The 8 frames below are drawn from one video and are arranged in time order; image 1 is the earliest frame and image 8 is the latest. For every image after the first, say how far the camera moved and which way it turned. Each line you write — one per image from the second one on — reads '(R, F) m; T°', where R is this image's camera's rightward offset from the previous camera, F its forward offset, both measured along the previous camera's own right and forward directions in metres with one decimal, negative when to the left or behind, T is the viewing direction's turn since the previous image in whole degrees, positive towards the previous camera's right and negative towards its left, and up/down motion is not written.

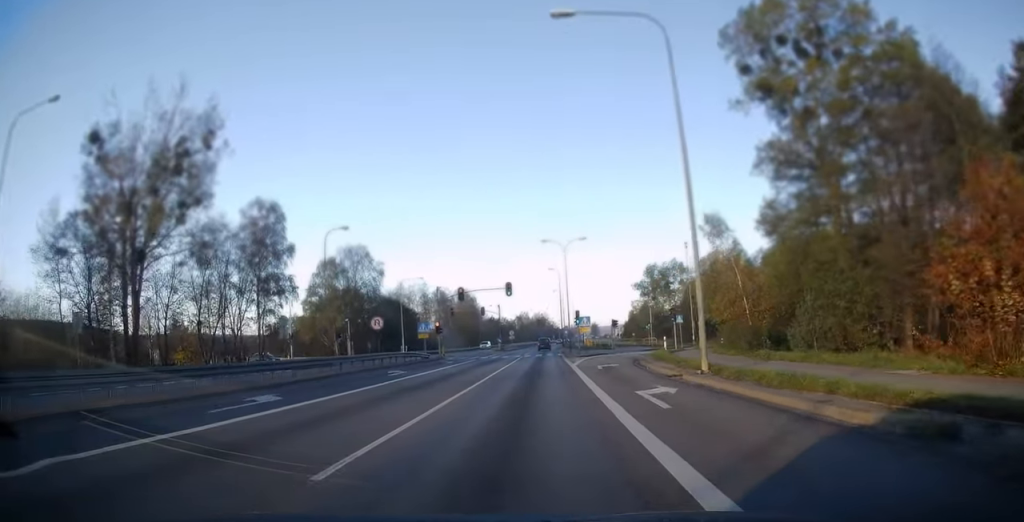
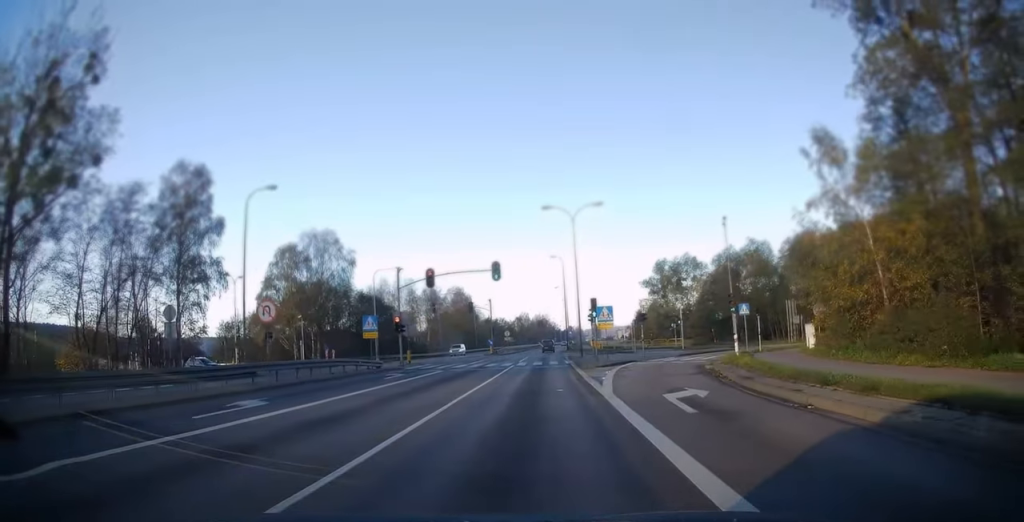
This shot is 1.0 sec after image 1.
(-0.4, +16.1) m; 0°
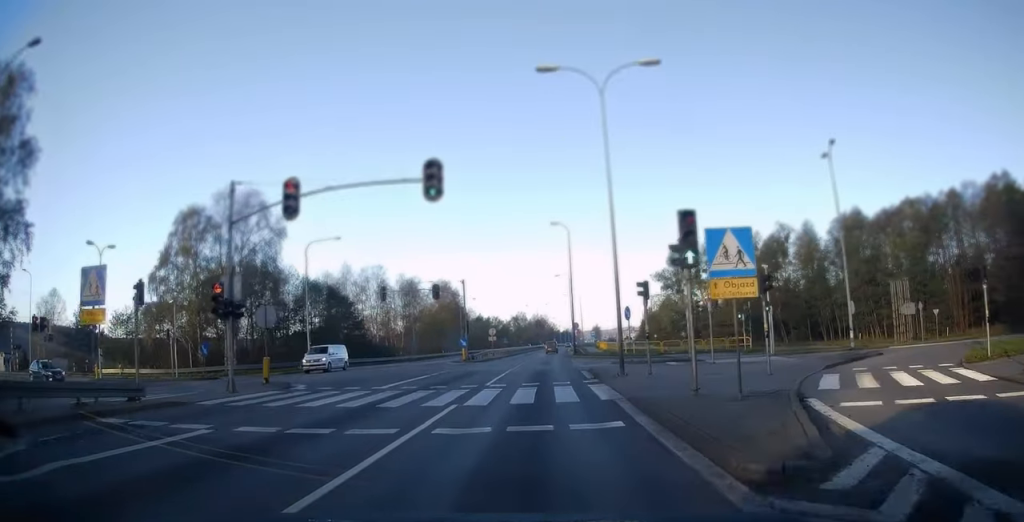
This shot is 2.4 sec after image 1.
(+0.5, +23.8) m; +2°
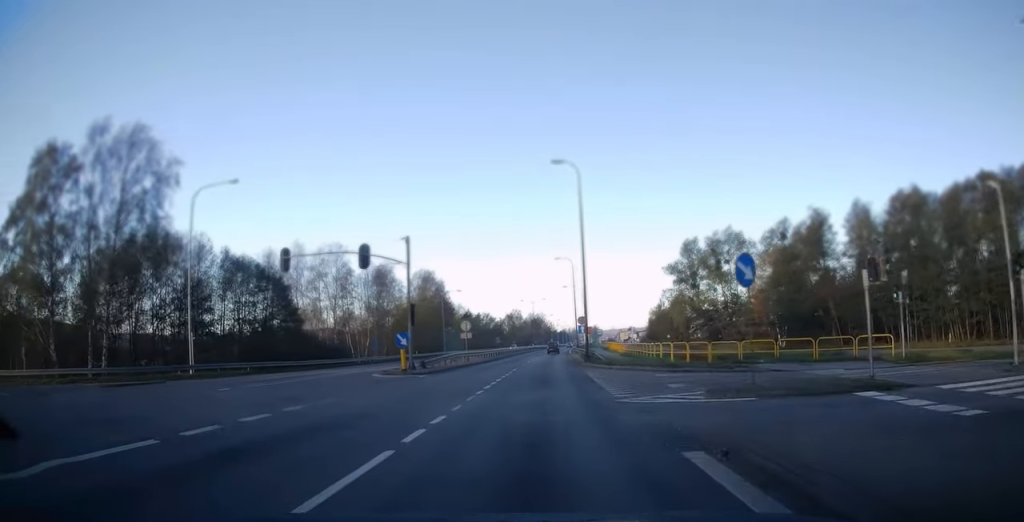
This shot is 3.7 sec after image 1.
(+0.1, +20.8) m; -1°
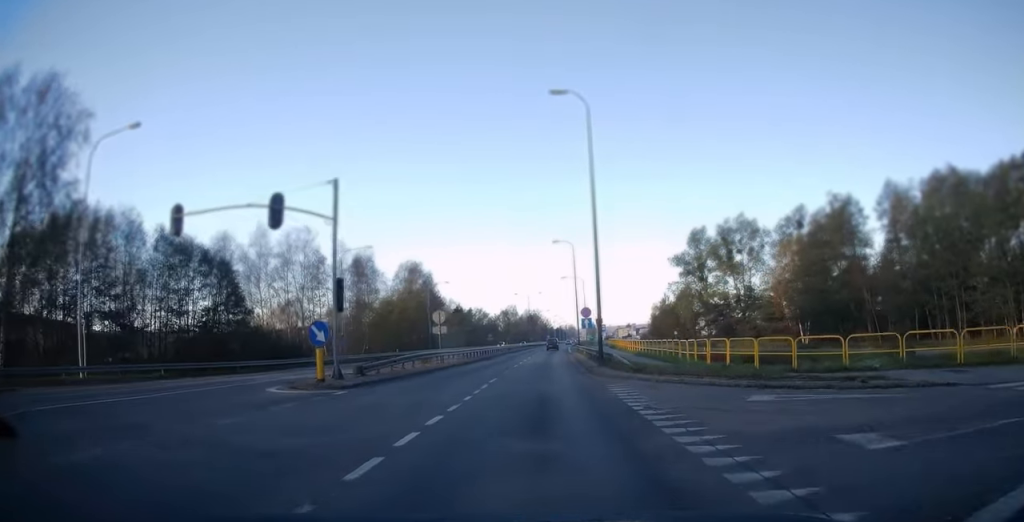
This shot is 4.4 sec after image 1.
(0.0, +10.9) m; -1°
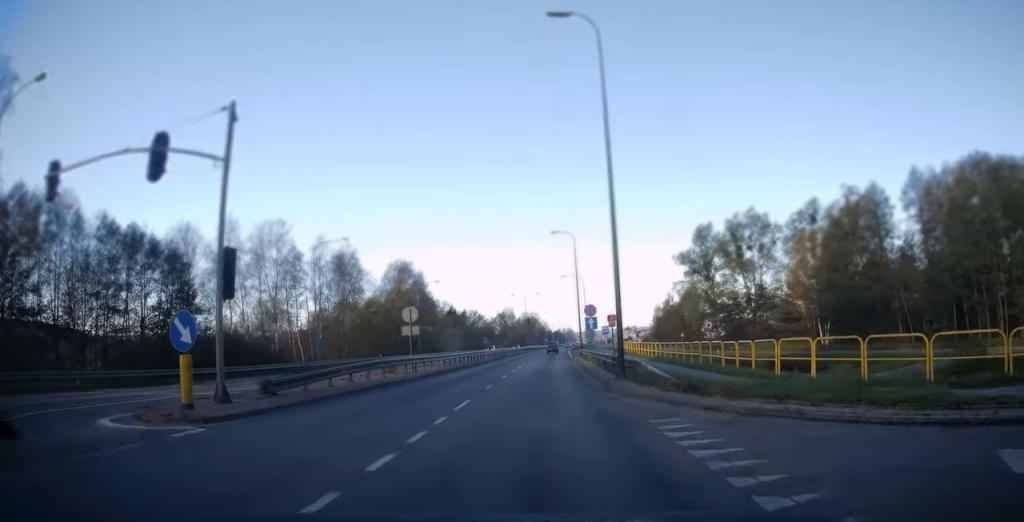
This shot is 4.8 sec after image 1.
(-0.2, +7.6) m; 0°
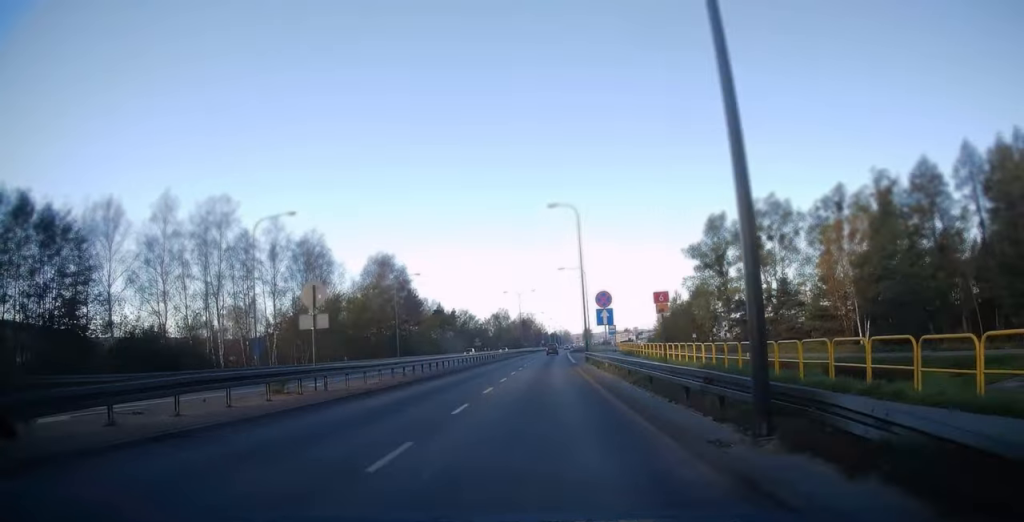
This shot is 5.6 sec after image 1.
(+0.1, +12.5) m; +2°
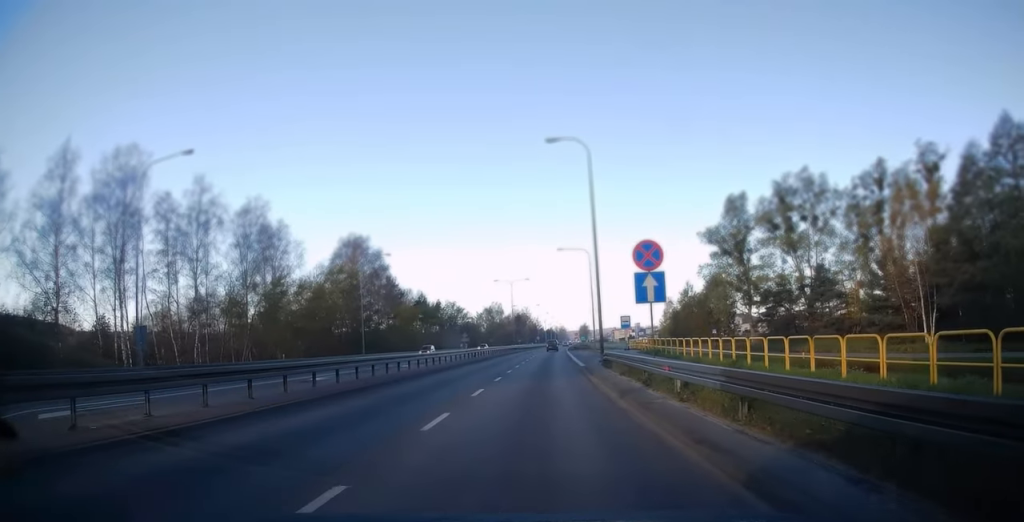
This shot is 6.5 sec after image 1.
(+0.4, +15.0) m; +2°
